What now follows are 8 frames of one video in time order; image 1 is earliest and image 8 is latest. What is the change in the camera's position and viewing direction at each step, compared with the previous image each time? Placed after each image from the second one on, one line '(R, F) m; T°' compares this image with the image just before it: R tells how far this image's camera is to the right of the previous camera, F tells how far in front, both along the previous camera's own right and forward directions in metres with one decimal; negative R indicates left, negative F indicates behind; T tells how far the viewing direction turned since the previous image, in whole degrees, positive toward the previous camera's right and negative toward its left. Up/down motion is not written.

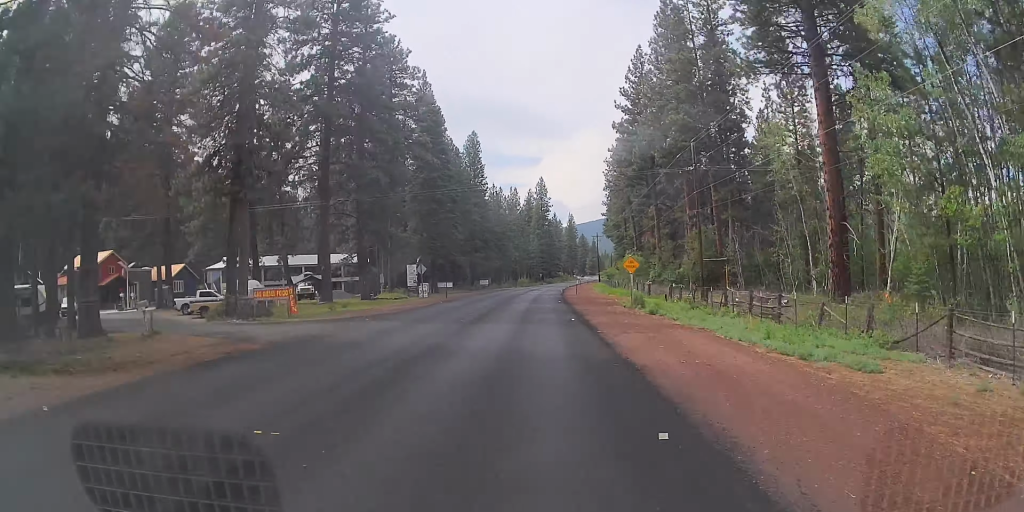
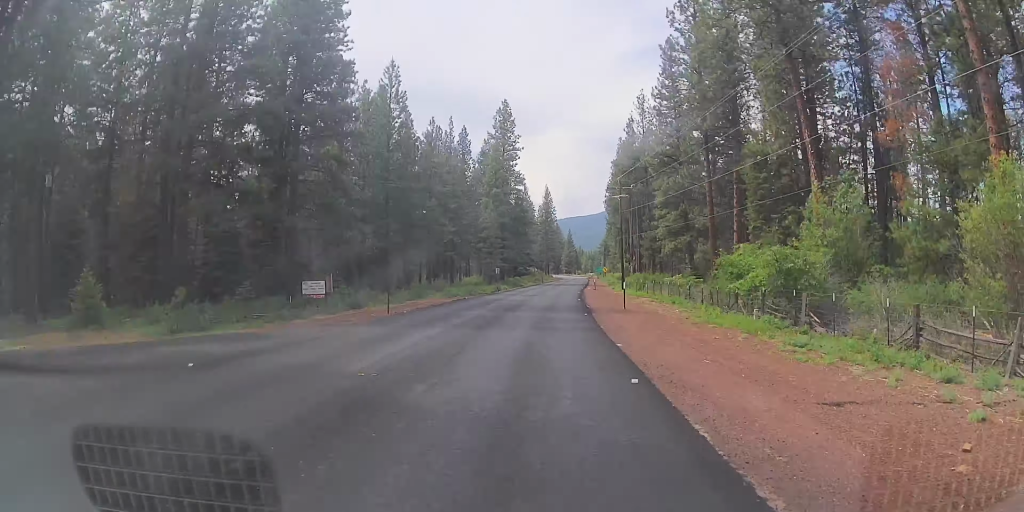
(+3.2, +84.6) m; +3°
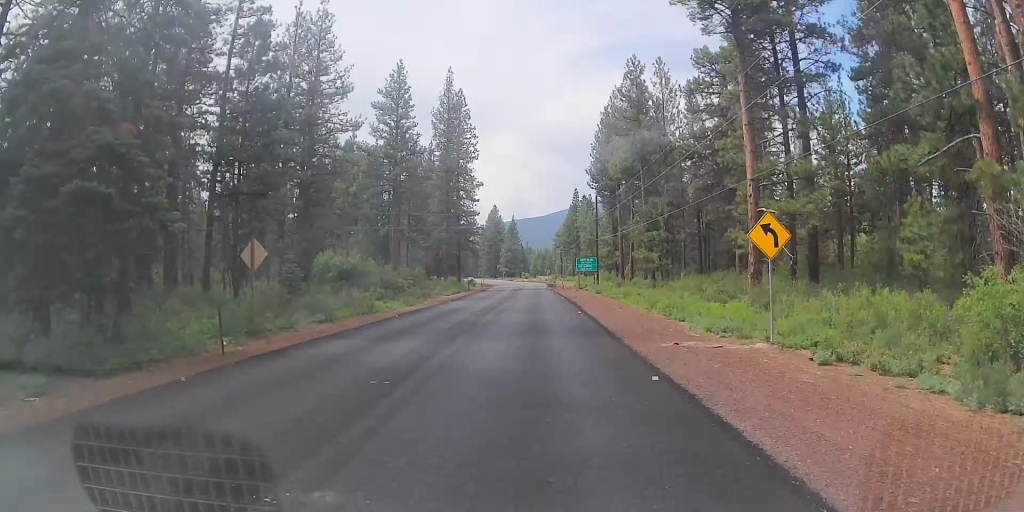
(+3.9, +119.9) m; +3°
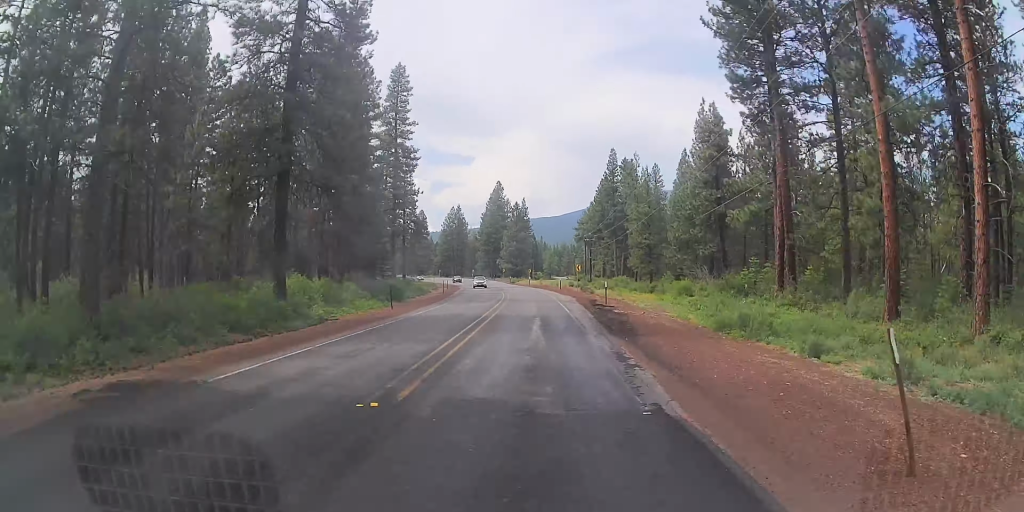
(+0.5, +70.0) m; -2°
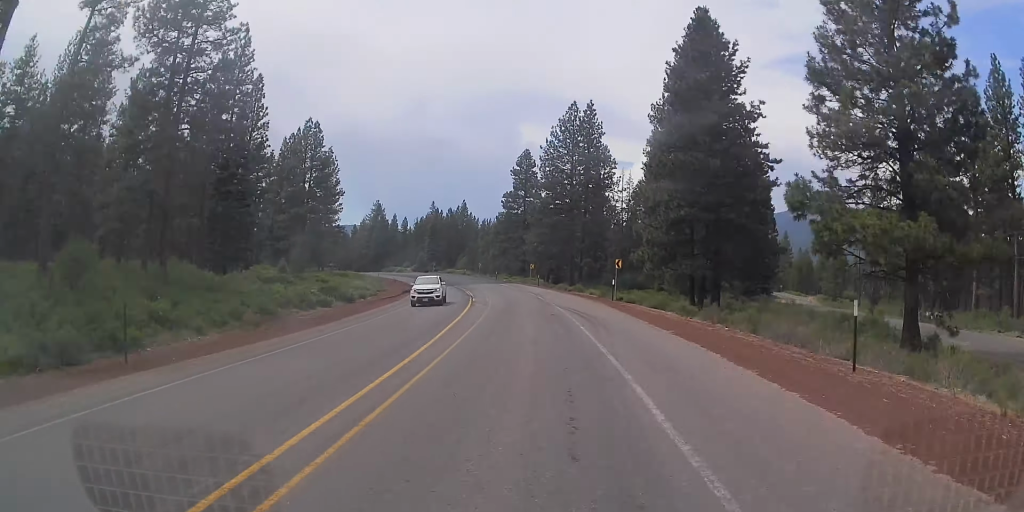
(-7.5, +144.9) m; -12°
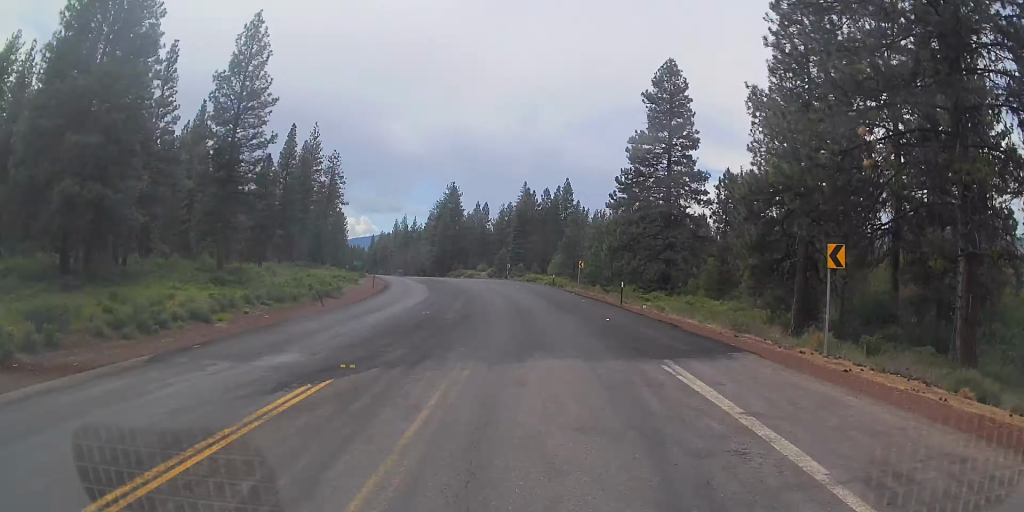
(-7.4, +67.8) m; -10°
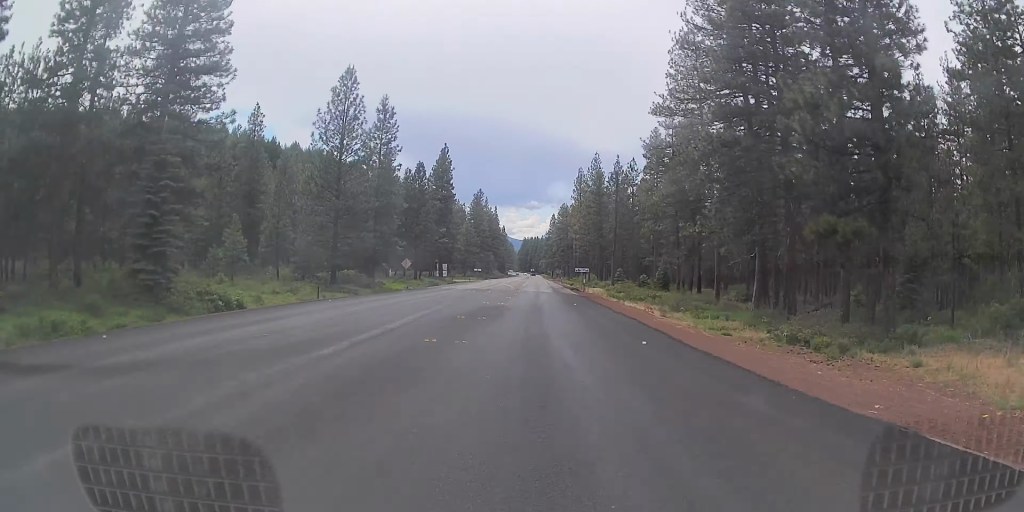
(-26.2, +147.7) m; -19°
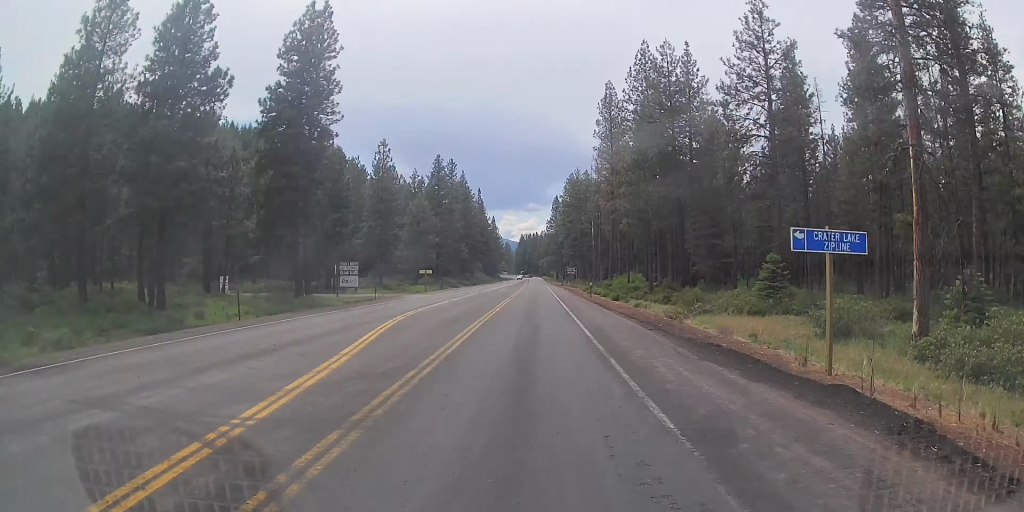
(-5.4, +72.3) m; -3°
